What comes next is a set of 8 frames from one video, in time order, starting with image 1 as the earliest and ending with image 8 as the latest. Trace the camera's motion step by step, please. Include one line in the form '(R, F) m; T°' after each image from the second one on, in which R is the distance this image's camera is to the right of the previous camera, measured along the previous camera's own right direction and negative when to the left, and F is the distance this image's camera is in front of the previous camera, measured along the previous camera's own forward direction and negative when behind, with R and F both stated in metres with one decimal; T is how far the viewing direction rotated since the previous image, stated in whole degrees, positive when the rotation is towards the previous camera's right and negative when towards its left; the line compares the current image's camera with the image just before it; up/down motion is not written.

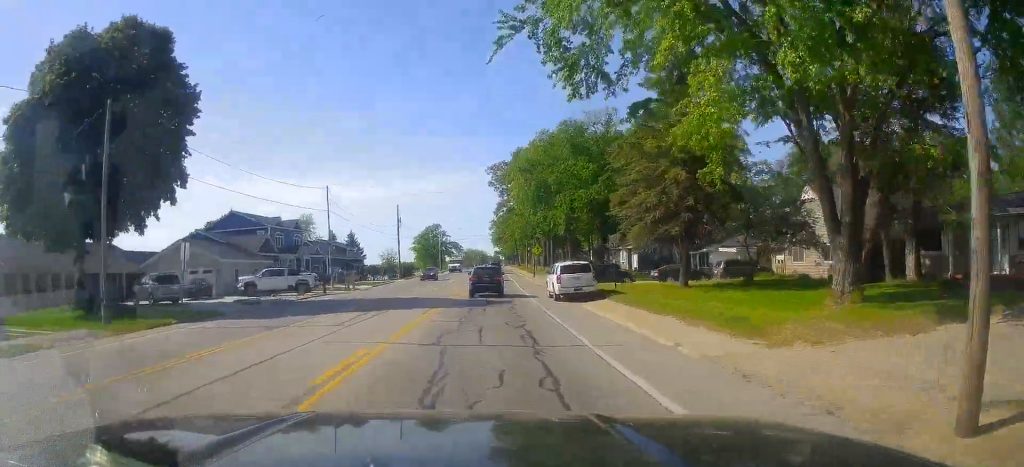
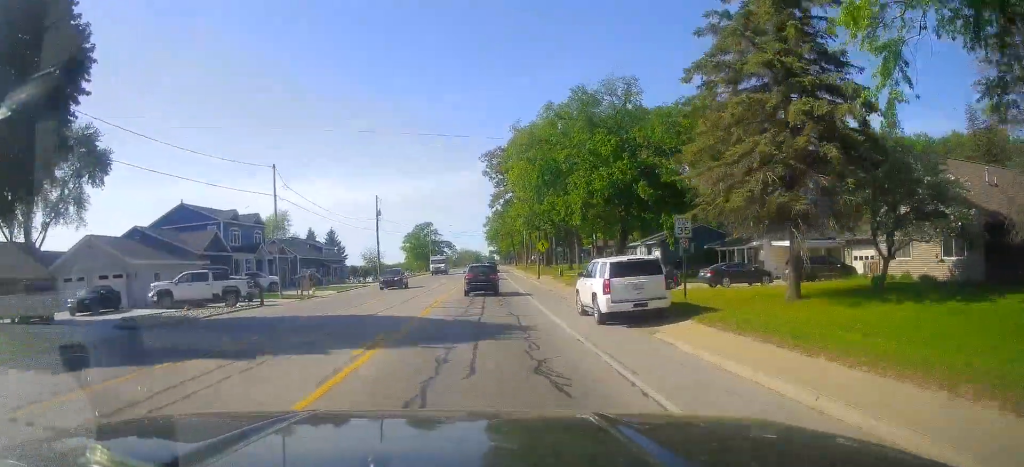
(+0.1, +11.8) m; 0°
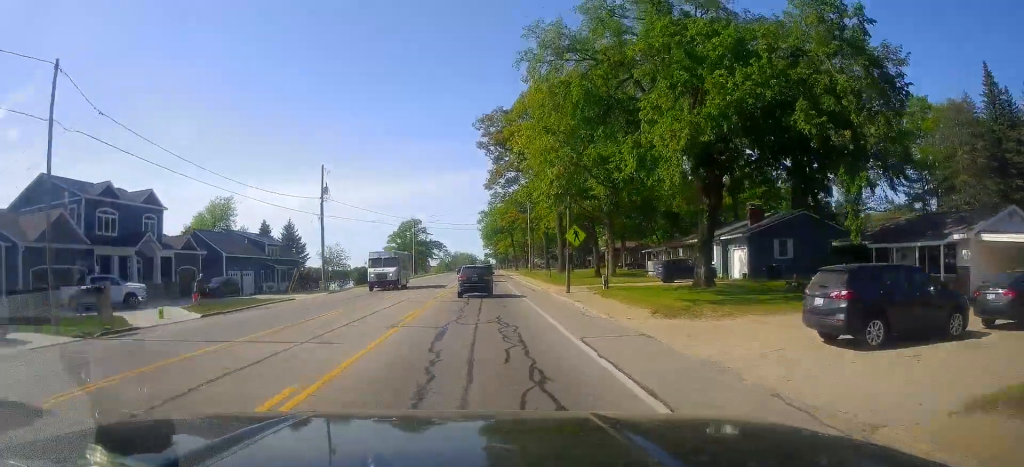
(0.0, +22.1) m; +1°
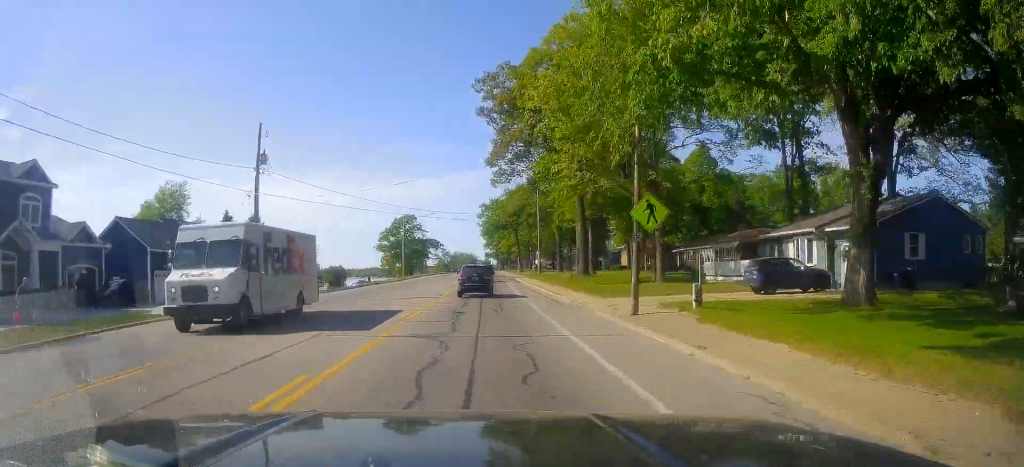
(+0.2, +14.6) m; +1°
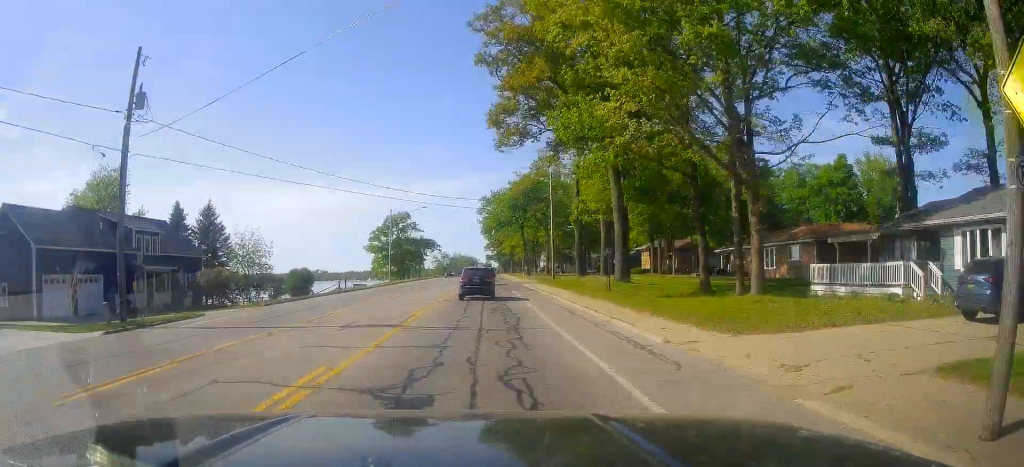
(+0.1, +14.4) m; 0°
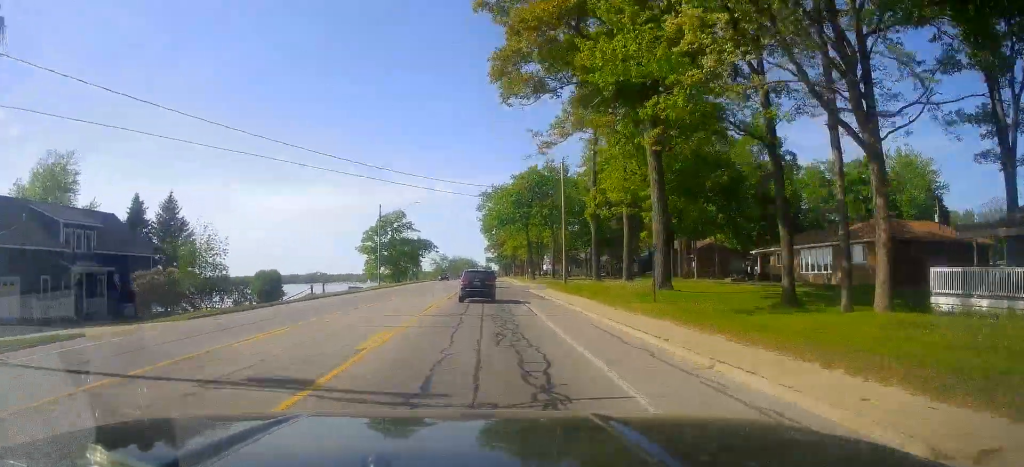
(-0.1, +9.0) m; 0°
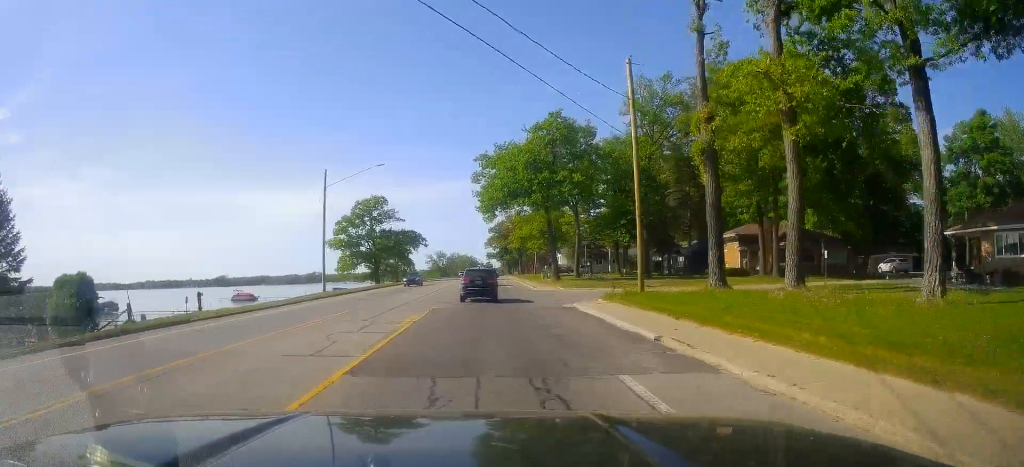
(-0.3, +25.6) m; -2°
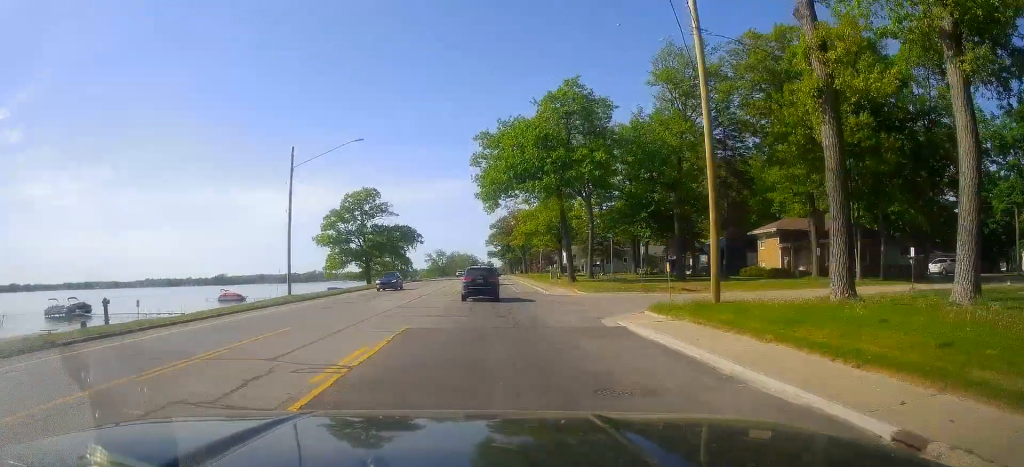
(-0.5, +8.9) m; +1°
